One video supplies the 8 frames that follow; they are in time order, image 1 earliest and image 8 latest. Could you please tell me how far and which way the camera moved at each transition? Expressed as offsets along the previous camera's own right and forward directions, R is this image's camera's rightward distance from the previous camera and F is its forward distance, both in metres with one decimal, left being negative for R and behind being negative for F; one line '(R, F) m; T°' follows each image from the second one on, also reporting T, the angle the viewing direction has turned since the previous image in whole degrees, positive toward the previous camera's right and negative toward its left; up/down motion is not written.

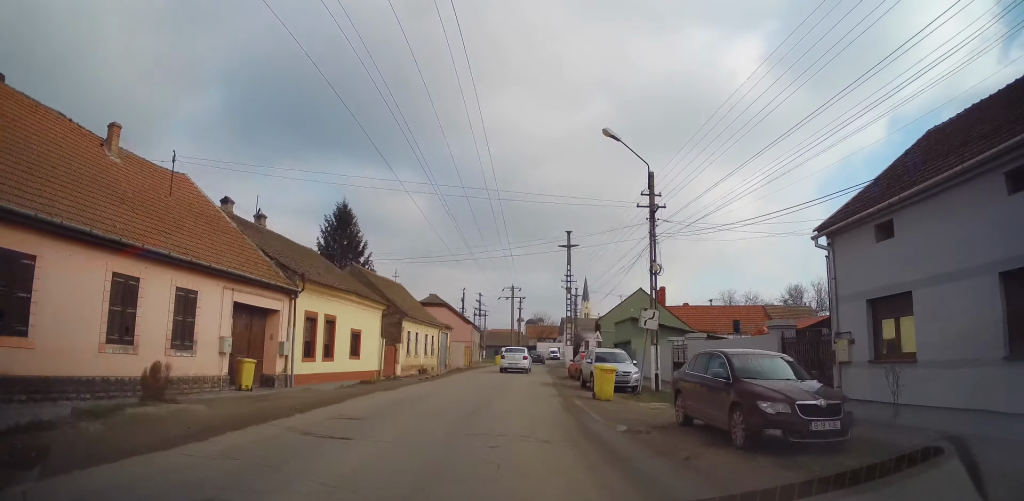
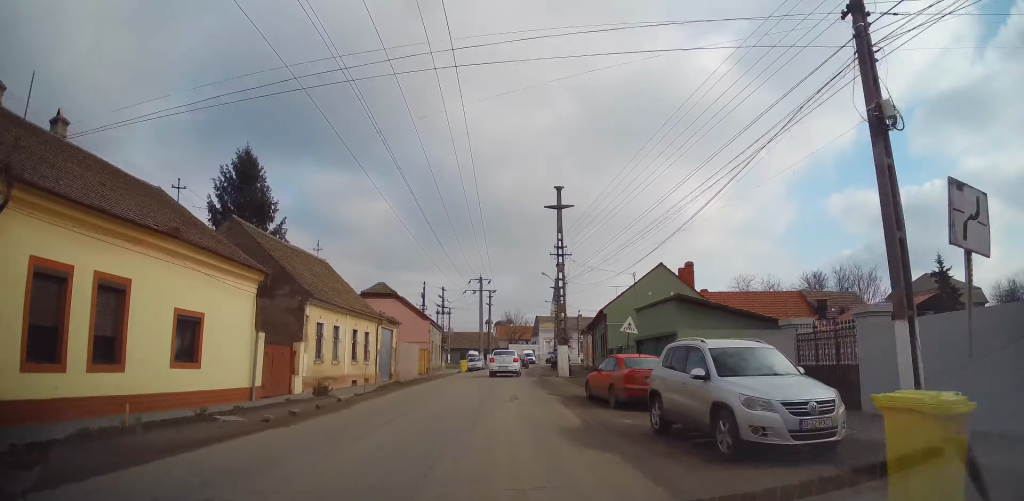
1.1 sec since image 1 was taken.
(+0.7, +13.7) m; +5°
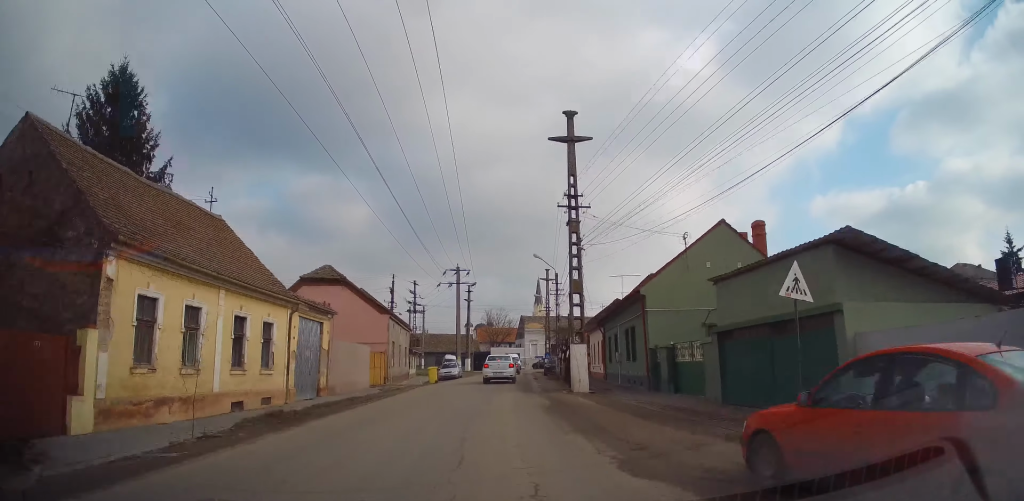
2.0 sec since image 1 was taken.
(+0.5, +11.7) m; +2°
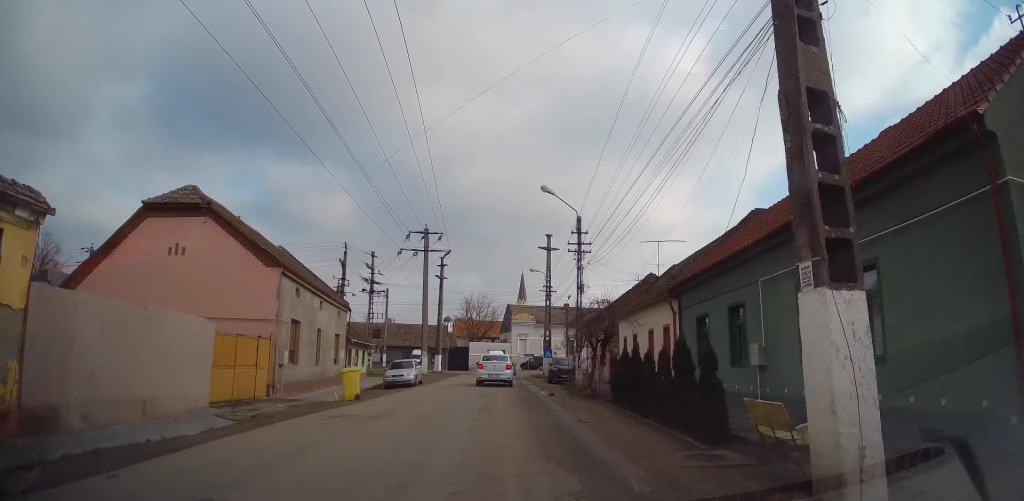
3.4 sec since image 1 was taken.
(-0.2, +17.1) m; -1°
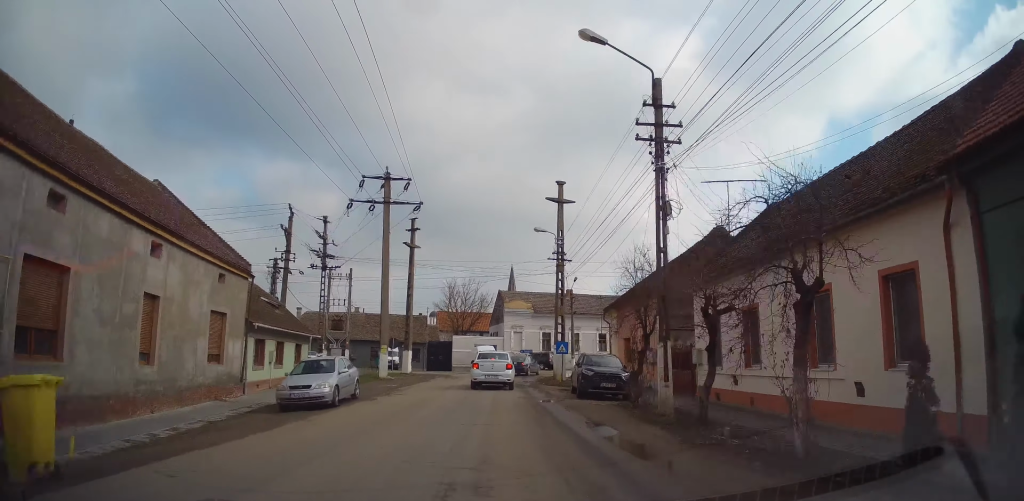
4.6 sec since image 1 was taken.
(+0.2, +13.4) m; +3°
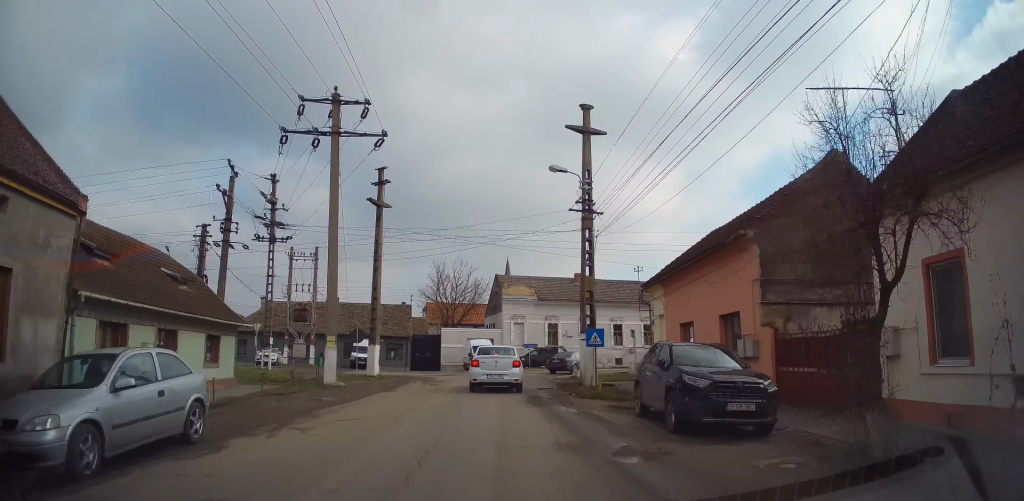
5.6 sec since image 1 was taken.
(+0.3, +9.7) m; +1°
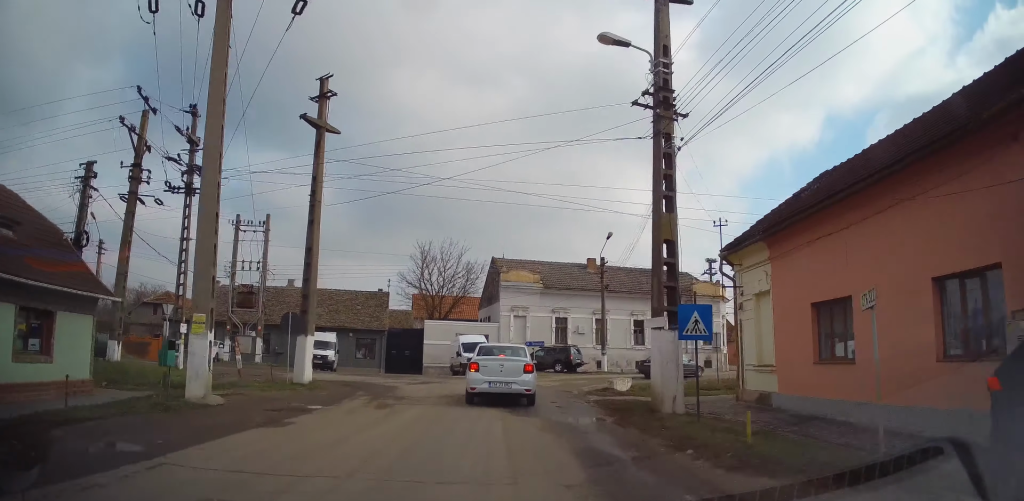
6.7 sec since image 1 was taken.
(-0.1, +9.9) m; -1°
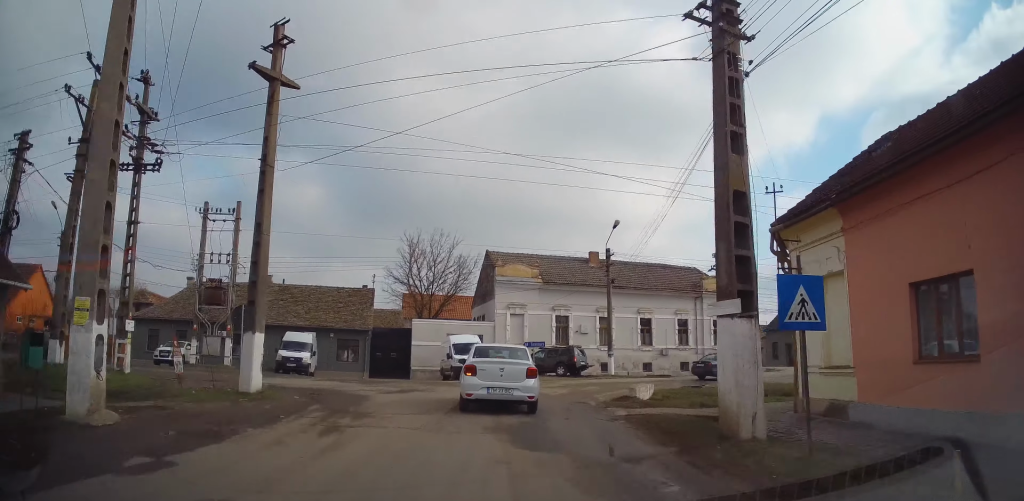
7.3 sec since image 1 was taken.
(0.0, +3.9) m; 0°
